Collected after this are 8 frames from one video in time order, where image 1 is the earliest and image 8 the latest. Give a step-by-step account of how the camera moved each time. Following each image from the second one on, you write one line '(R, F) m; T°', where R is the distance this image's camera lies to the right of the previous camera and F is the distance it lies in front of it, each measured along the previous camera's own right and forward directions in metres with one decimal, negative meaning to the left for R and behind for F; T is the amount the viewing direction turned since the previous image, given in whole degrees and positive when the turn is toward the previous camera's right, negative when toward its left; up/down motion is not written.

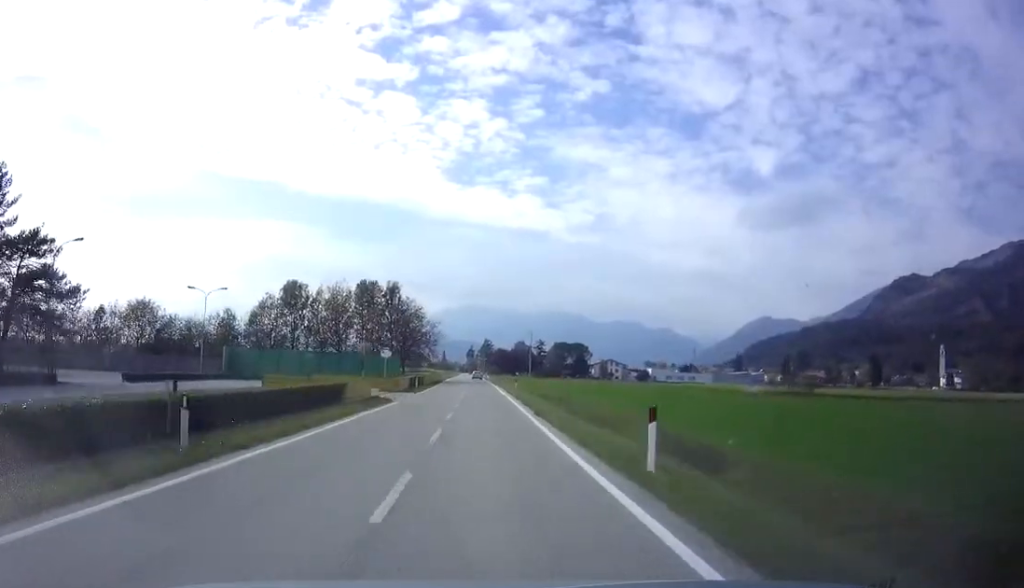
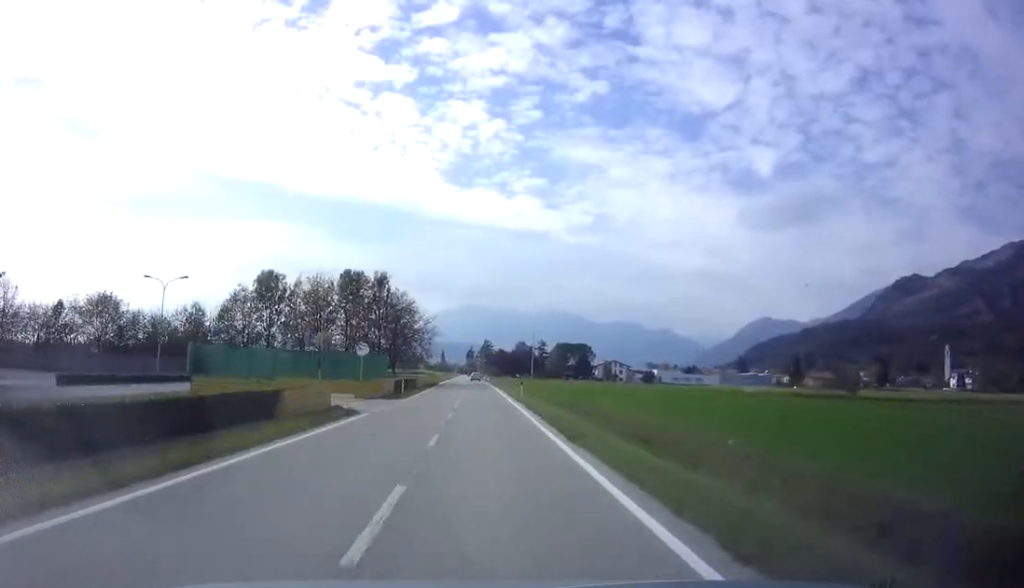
(0.0, +8.4) m; 0°
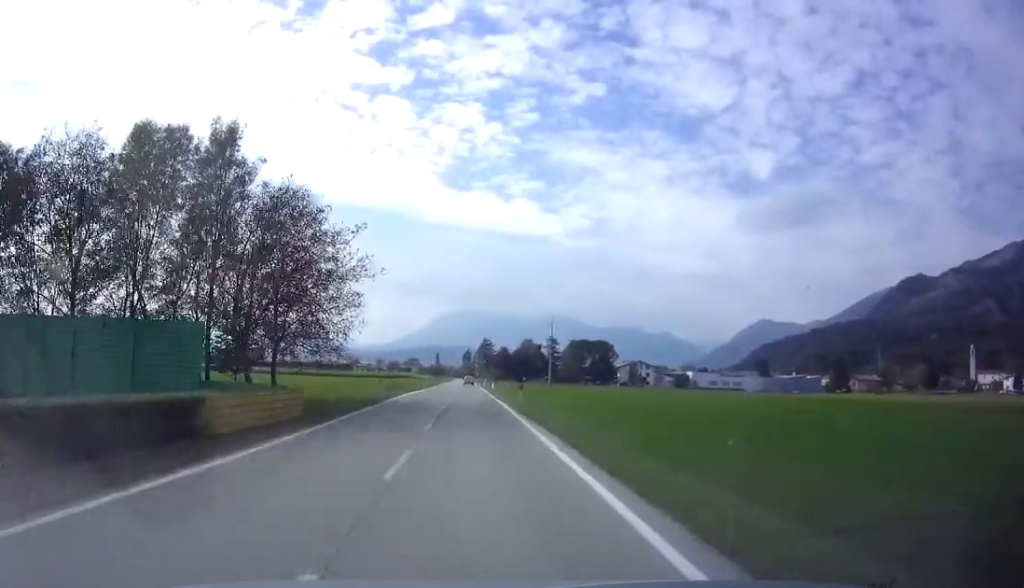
(+0.6, +39.3) m; +1°
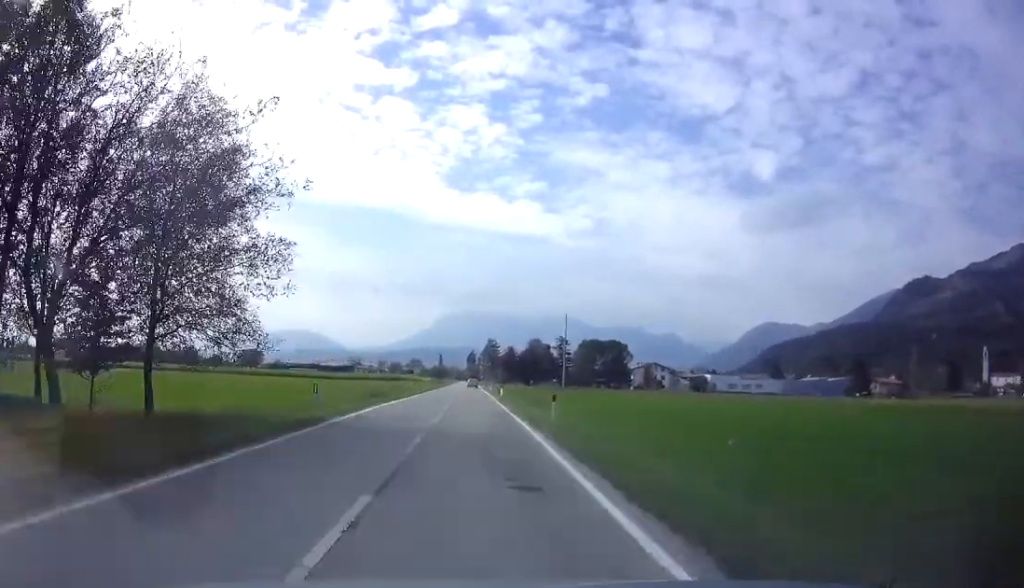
(0.0, +12.3) m; 0°
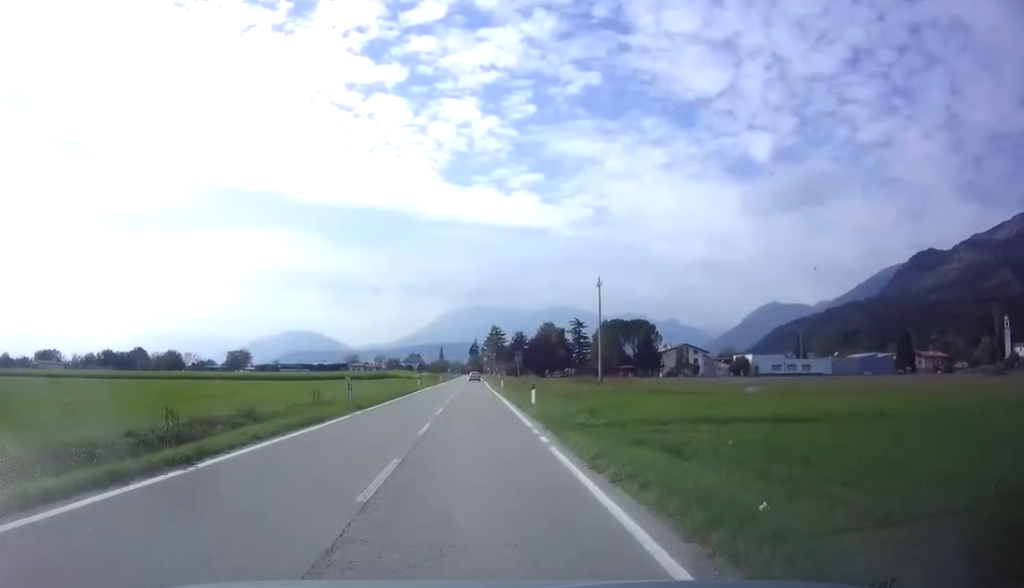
(-0.3, +26.0) m; -1°
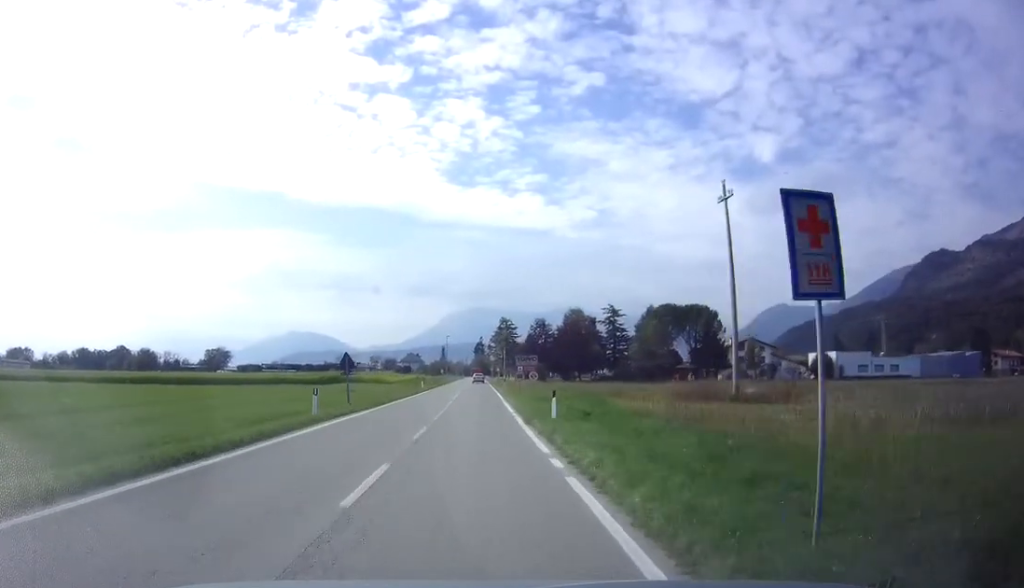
(0.0, +37.0) m; 0°
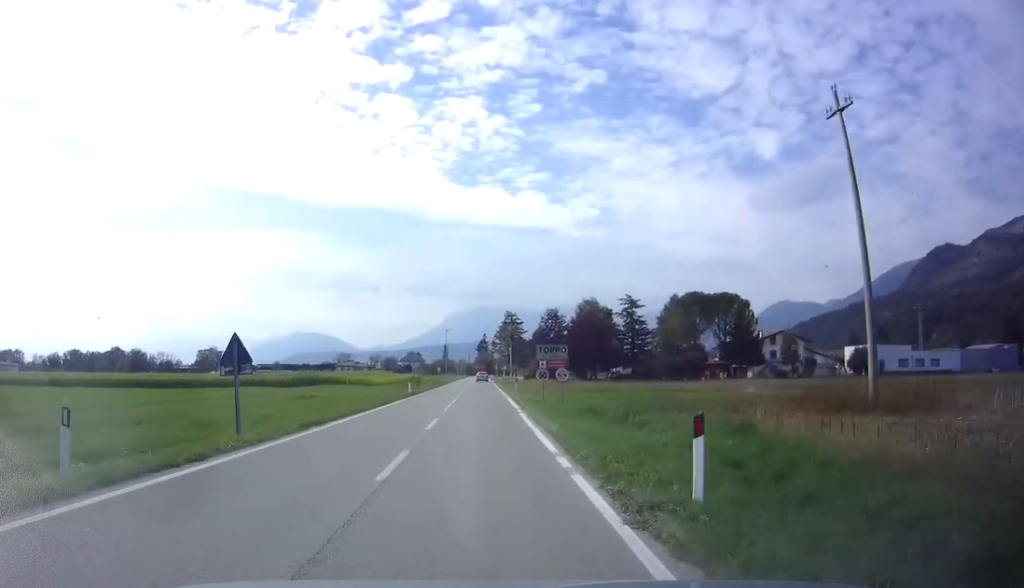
(0.0, +12.6) m; 0°
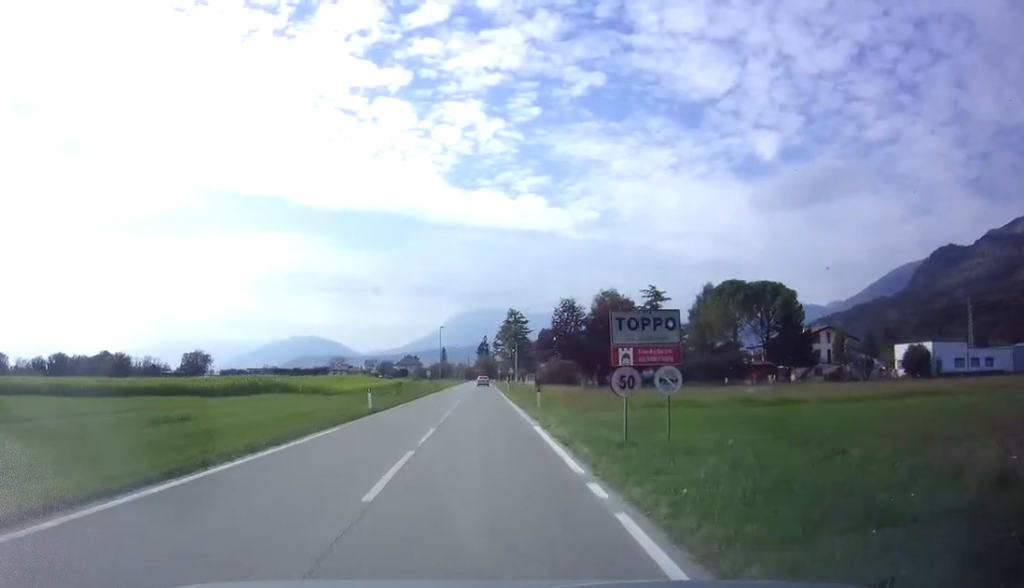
(0.0, +15.7) m; -1°
